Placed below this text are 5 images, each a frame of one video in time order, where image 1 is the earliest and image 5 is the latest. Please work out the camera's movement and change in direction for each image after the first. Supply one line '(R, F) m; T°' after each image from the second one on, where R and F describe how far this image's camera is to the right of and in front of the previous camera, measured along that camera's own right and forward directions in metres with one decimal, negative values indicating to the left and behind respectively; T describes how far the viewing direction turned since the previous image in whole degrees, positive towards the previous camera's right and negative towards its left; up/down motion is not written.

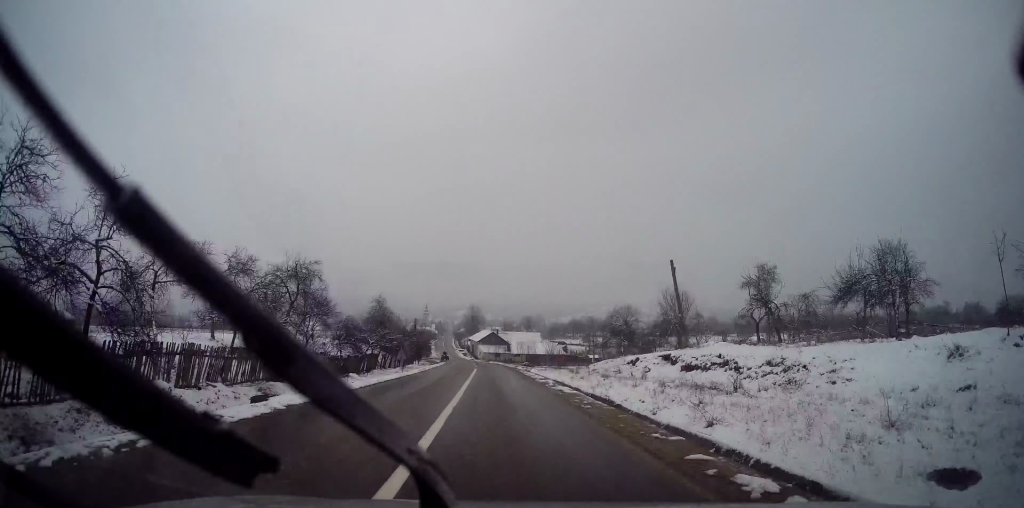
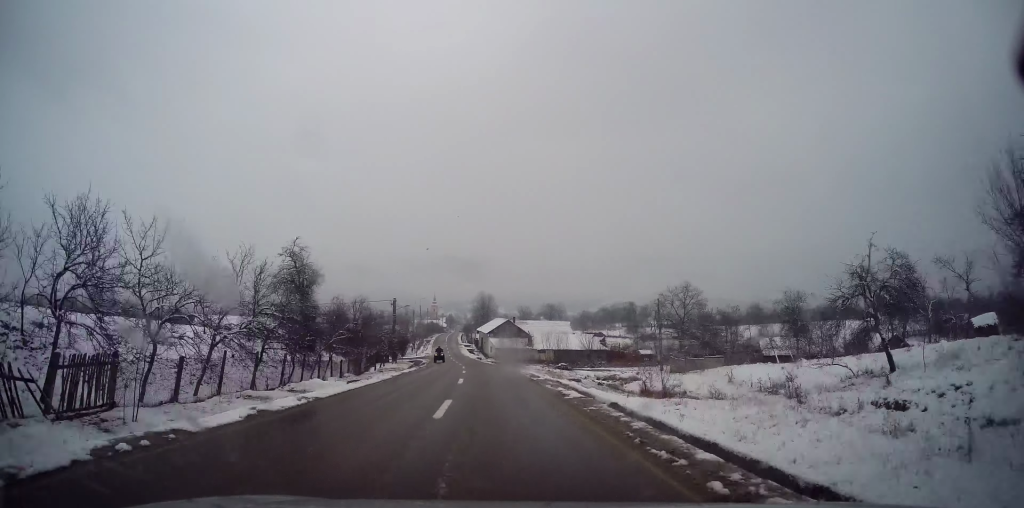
(-0.7, +33.3) m; -3°
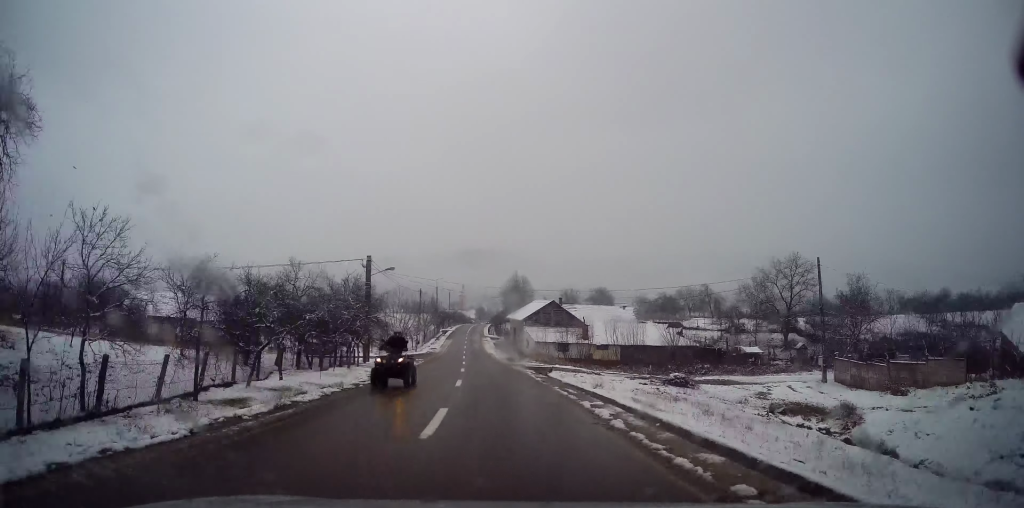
(-0.4, +28.5) m; -2°
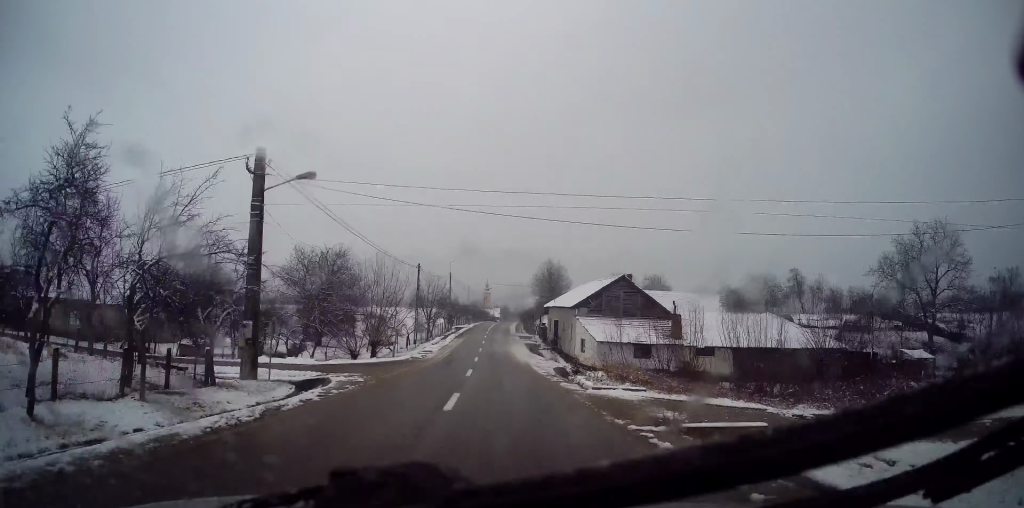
(-0.8, +23.4) m; -2°
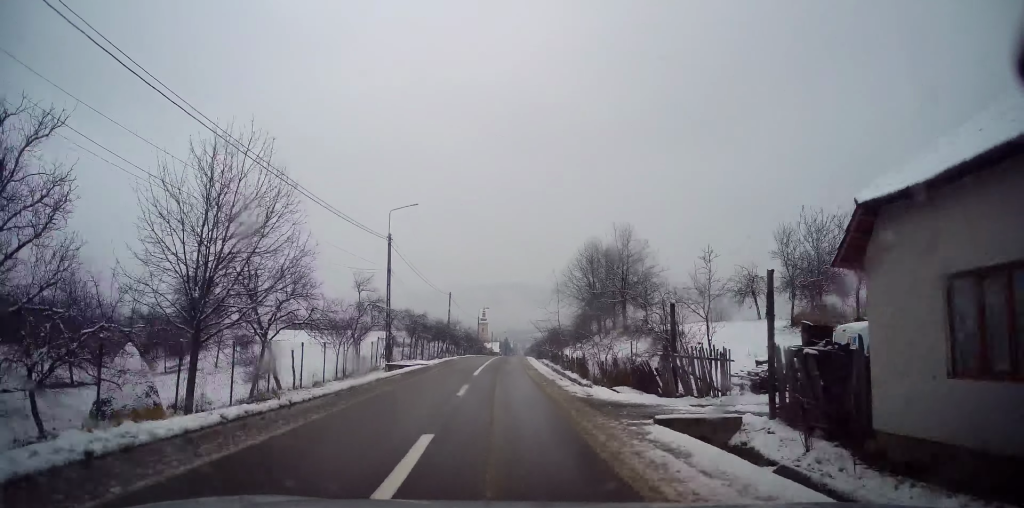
(-0.5, +48.8) m; -2°
